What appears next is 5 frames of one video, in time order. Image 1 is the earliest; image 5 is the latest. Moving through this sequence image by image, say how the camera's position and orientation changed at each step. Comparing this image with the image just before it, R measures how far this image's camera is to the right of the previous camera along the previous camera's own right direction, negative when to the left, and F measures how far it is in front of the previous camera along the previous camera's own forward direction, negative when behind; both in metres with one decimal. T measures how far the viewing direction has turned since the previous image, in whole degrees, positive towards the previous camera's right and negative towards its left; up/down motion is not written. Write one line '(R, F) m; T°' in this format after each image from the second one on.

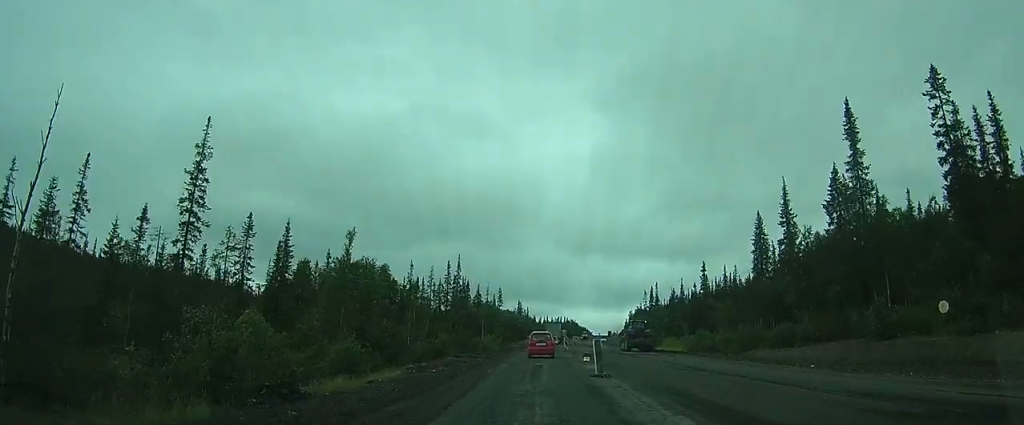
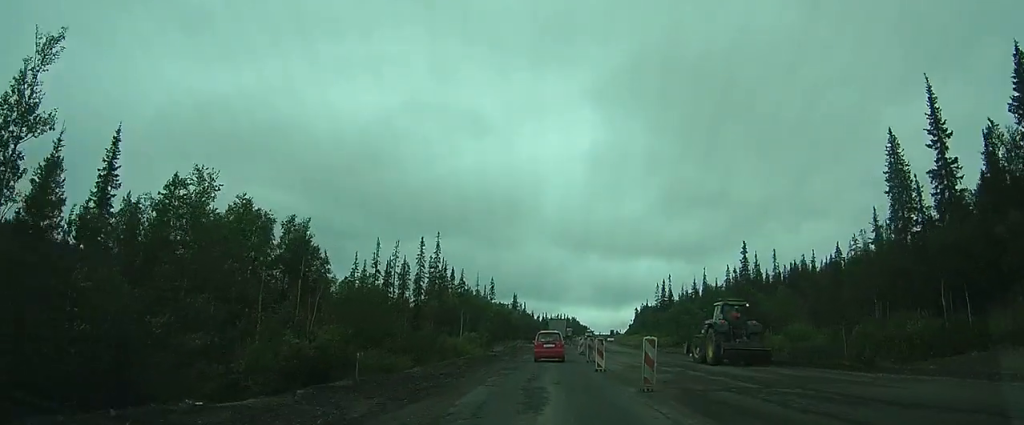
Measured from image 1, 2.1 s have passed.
(0.0, +28.9) m; -1°
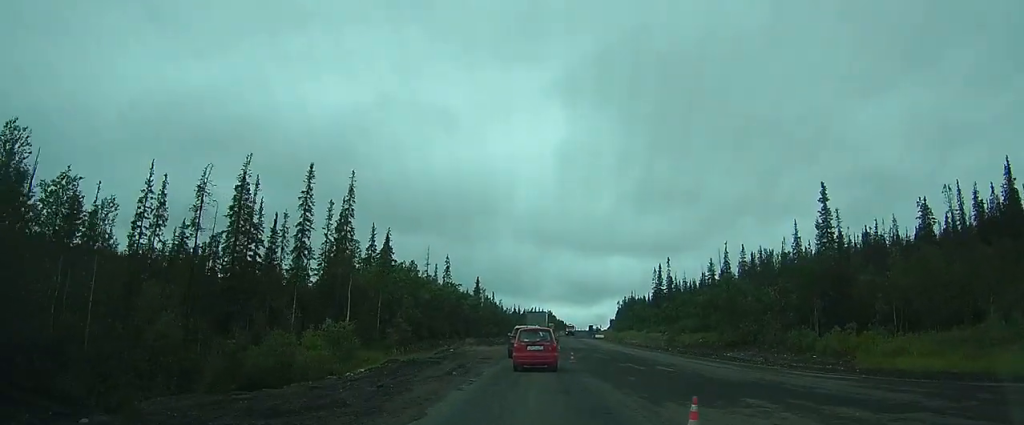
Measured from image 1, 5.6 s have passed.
(+0.2, +42.1) m; -1°
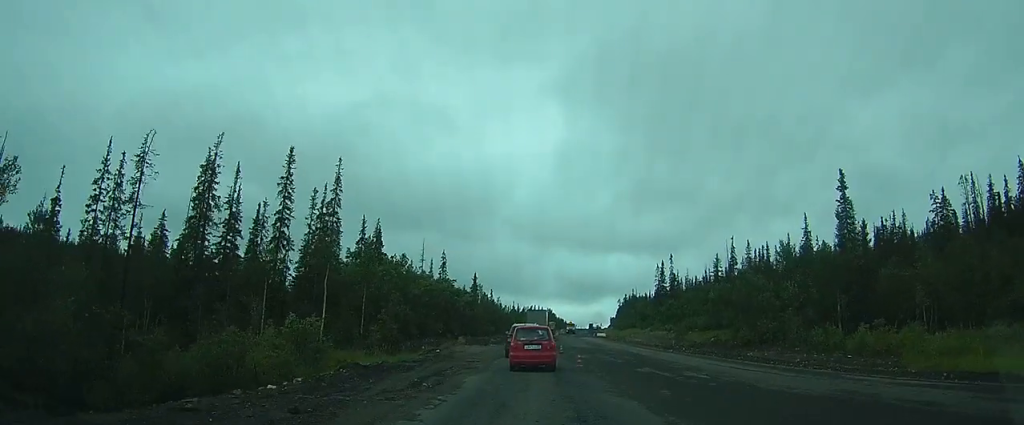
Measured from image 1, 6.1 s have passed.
(+0.2, +5.5) m; -2°
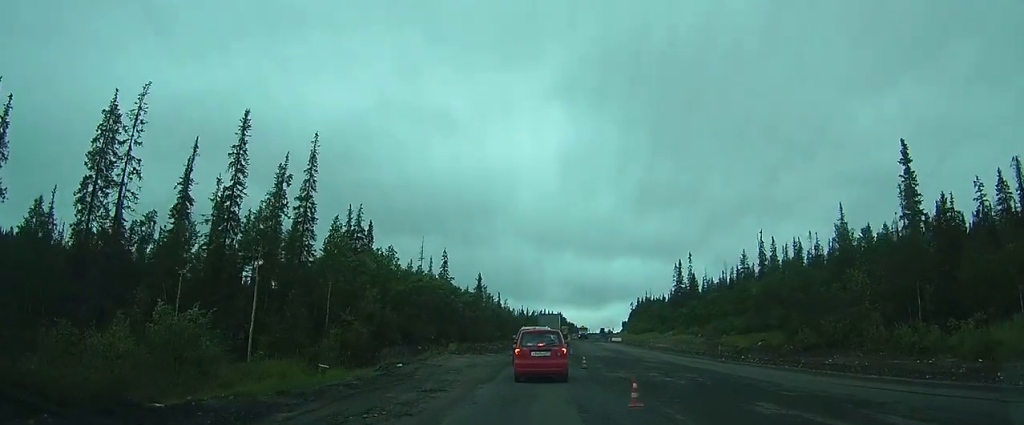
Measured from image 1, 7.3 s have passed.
(-0.7, +12.0) m; -2°
